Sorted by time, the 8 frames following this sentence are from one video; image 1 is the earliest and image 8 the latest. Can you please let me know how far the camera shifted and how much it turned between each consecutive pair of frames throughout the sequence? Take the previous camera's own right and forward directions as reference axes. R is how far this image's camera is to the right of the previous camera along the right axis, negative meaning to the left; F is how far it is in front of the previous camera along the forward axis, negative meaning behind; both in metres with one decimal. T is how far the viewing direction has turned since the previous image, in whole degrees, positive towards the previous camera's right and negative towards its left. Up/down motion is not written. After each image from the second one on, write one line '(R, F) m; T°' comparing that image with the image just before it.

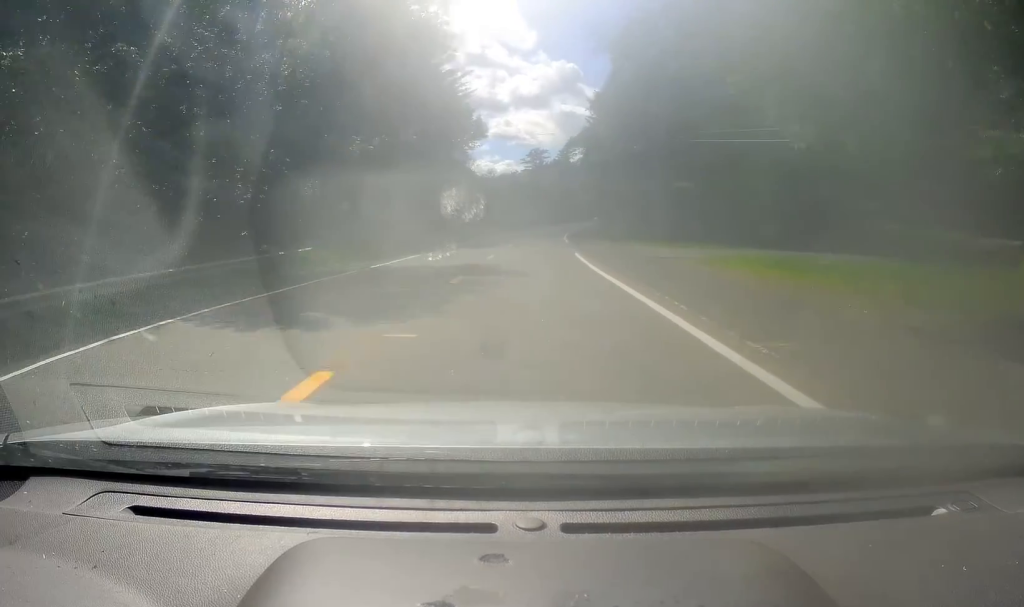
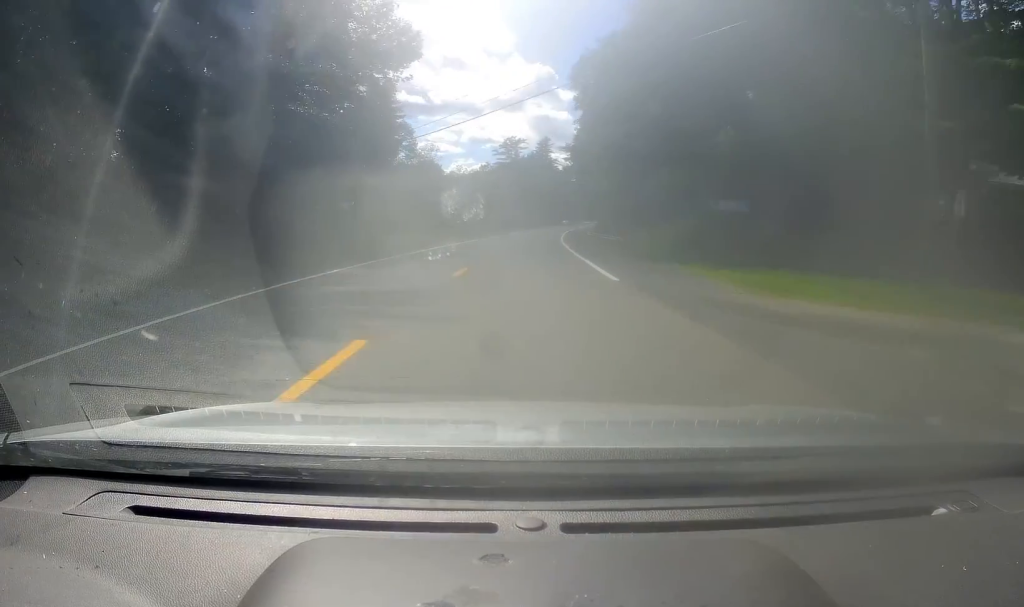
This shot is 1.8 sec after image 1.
(+0.2, +37.7) m; 0°
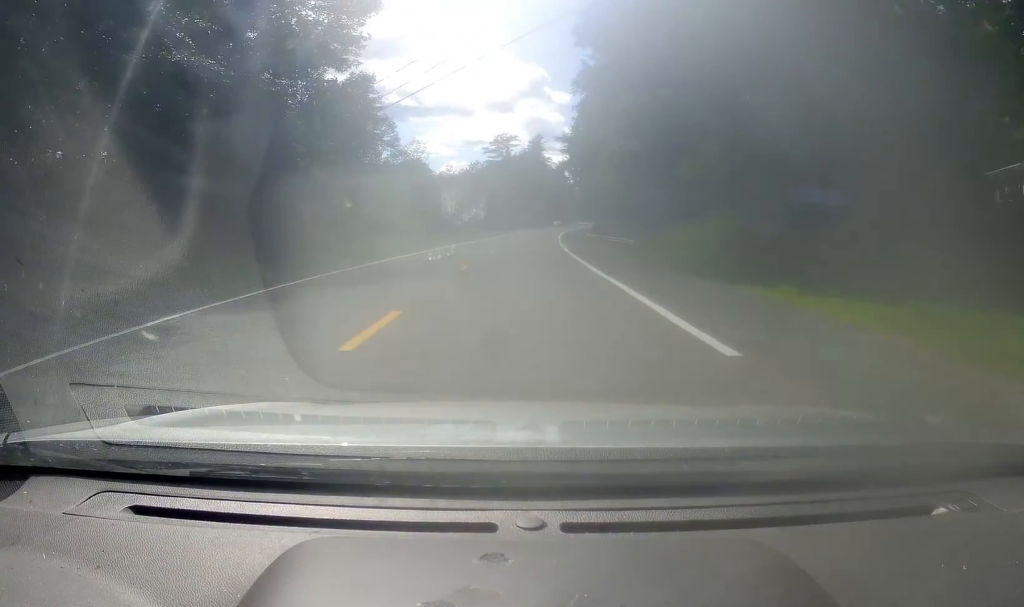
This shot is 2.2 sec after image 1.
(0.0, +9.1) m; 0°
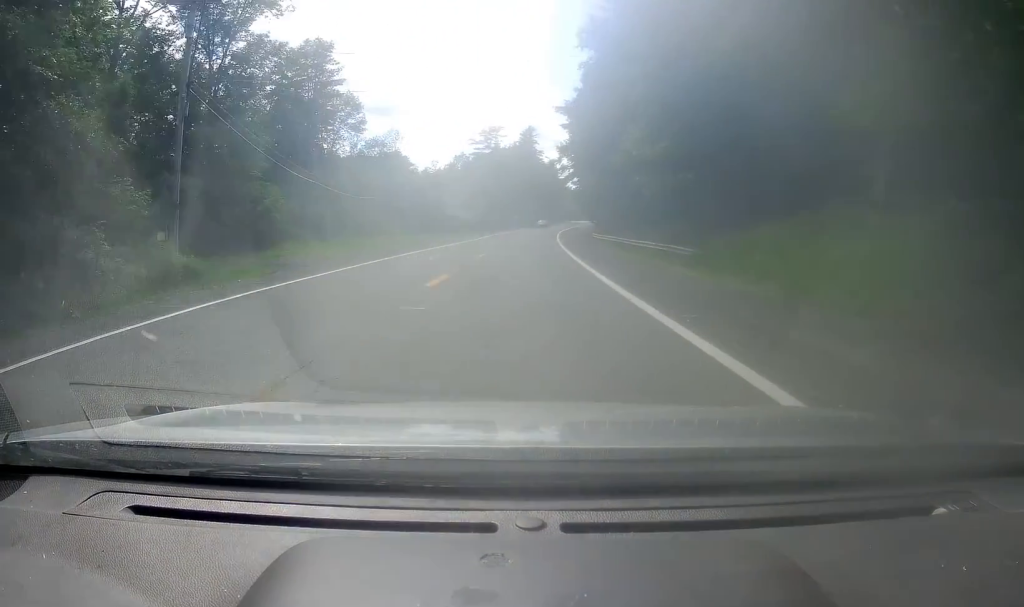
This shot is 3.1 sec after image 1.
(+0.6, +17.6) m; +1°
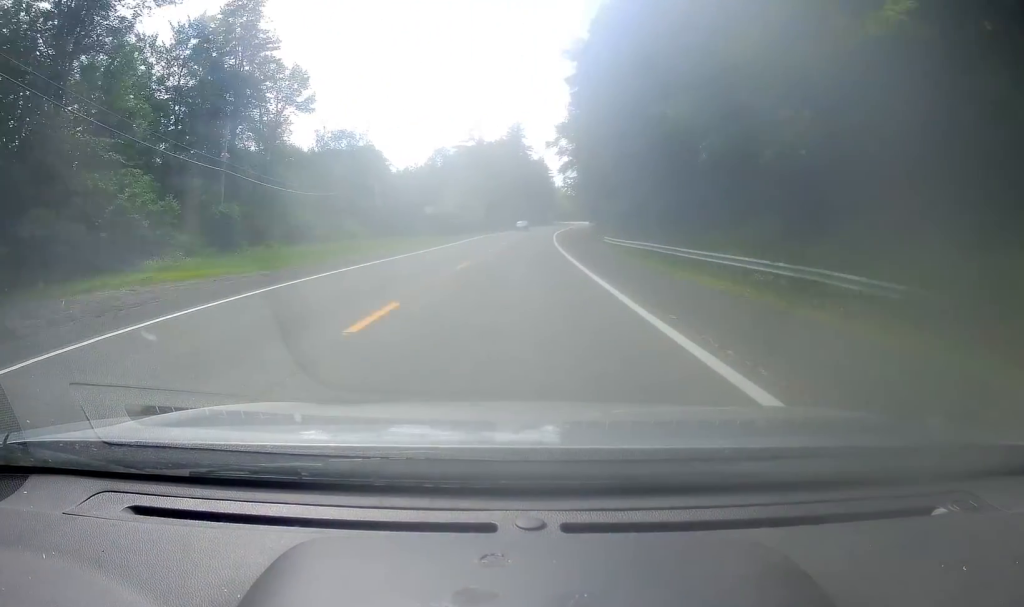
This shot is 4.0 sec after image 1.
(-0.4, +18.6) m; 0°
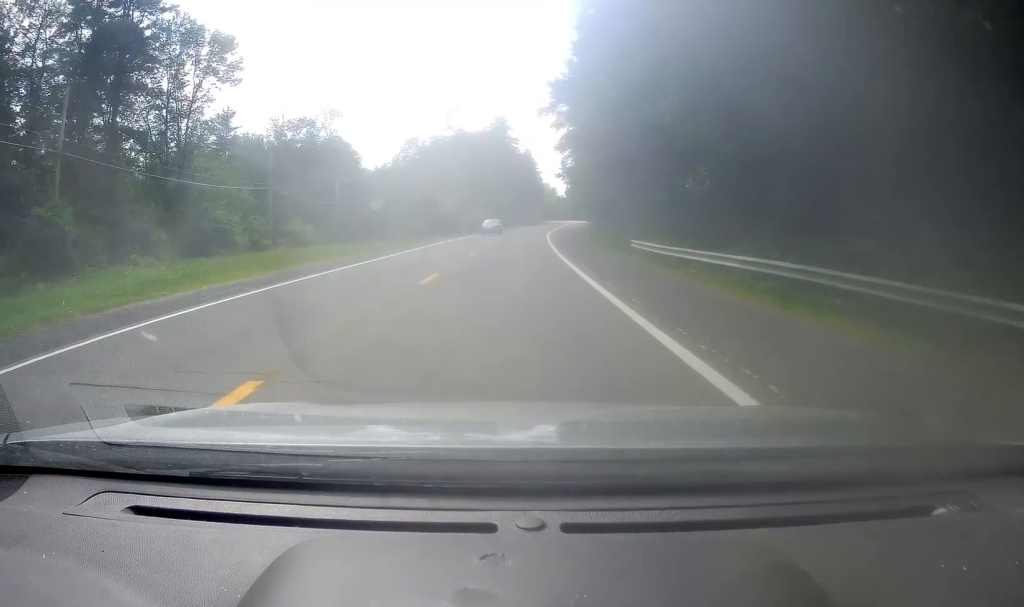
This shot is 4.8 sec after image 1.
(+0.4, +17.1) m; +1°
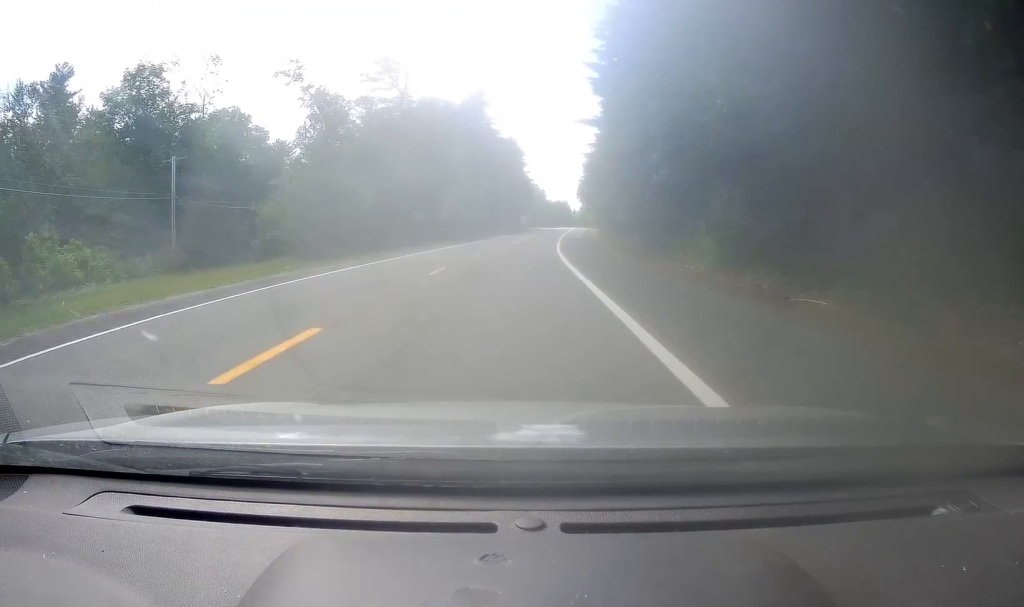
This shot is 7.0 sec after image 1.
(+2.0, +44.0) m; +5°
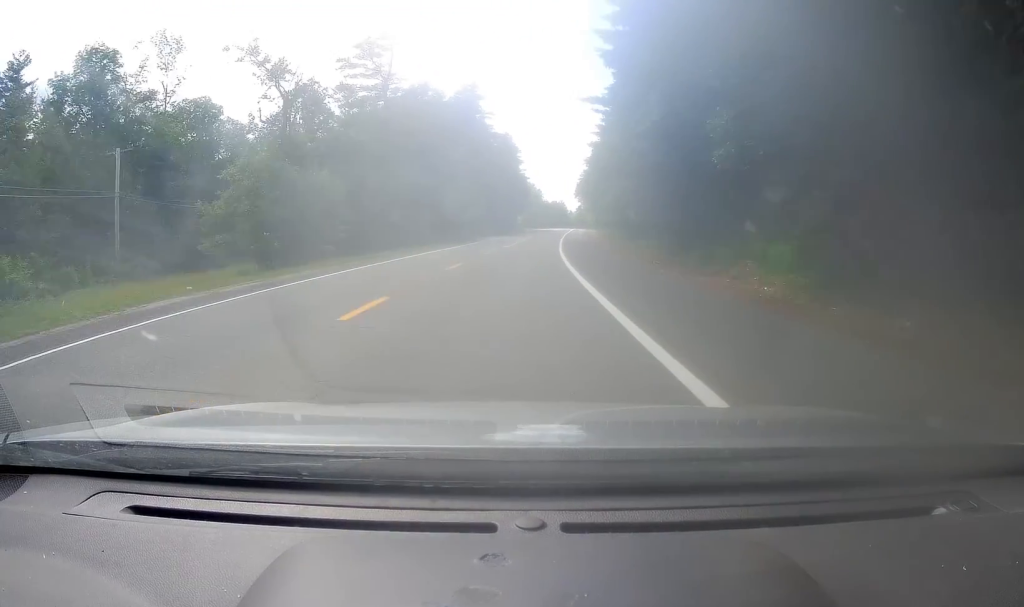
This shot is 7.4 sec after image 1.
(-0.1, +7.5) m; 0°
